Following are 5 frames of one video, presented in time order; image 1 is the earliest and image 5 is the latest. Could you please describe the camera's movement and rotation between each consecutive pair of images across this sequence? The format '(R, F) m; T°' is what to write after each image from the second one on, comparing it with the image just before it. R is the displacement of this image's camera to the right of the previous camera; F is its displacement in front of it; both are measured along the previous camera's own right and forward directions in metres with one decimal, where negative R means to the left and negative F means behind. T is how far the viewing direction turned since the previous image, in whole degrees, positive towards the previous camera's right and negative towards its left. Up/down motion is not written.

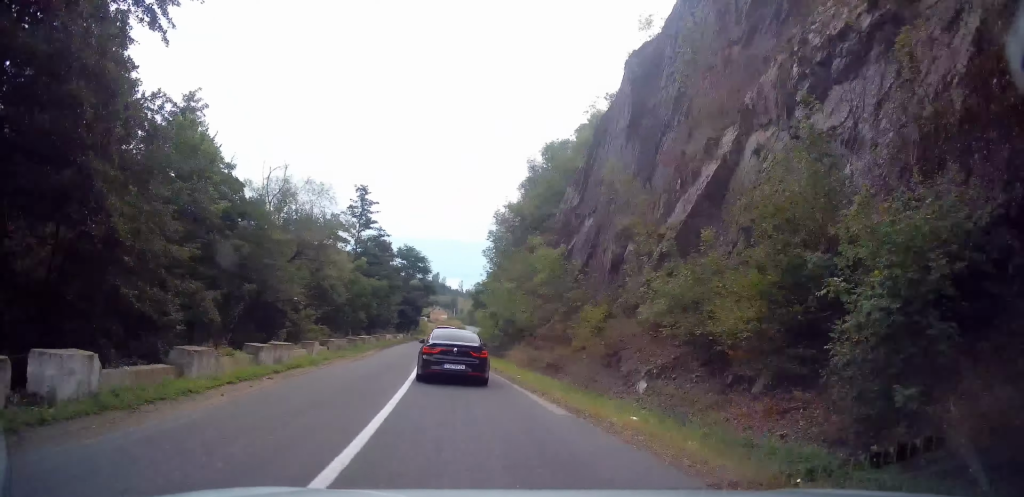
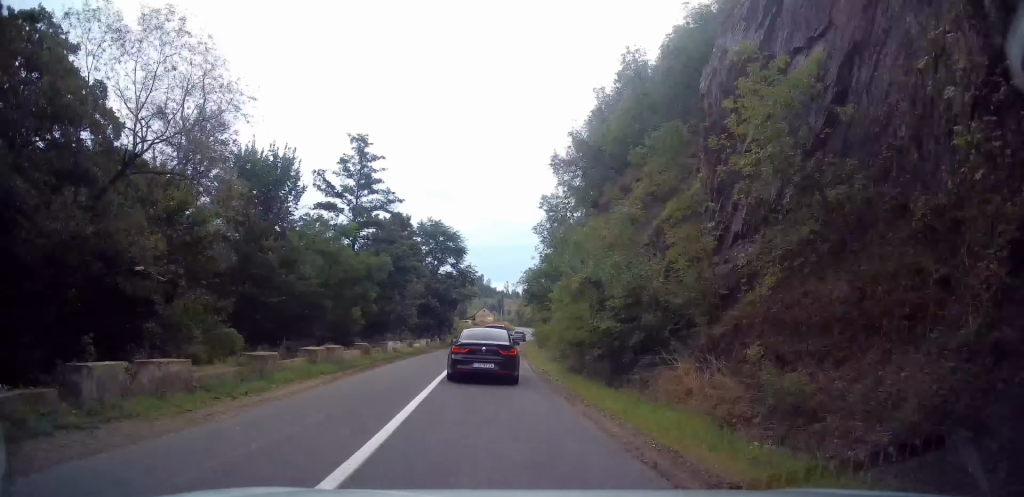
(-1.7, +17.4) m; -6°
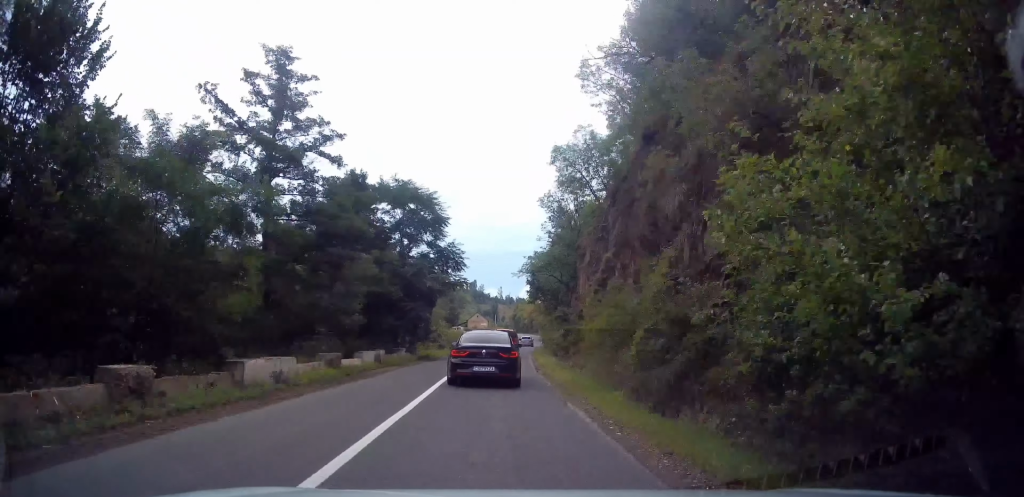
(+0.1, +14.9) m; +2°
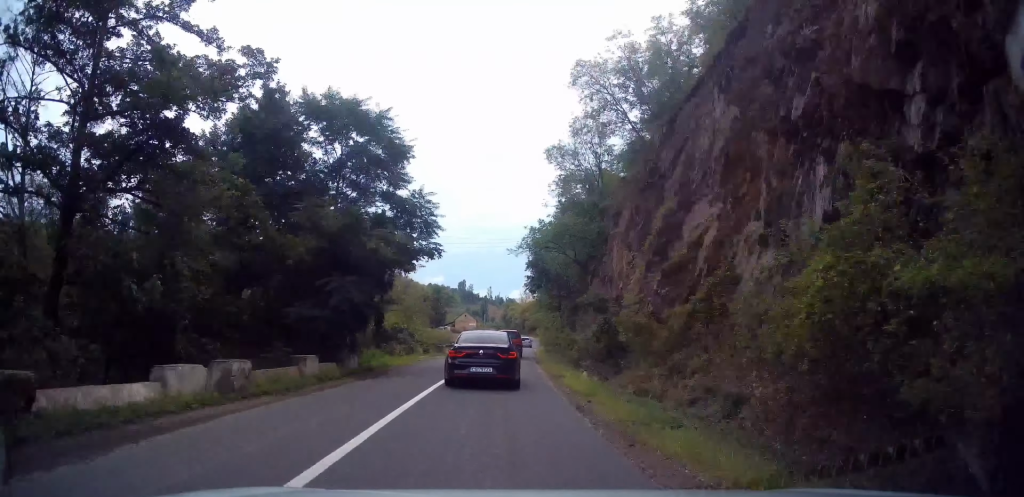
(+0.3, +12.4) m; +1°
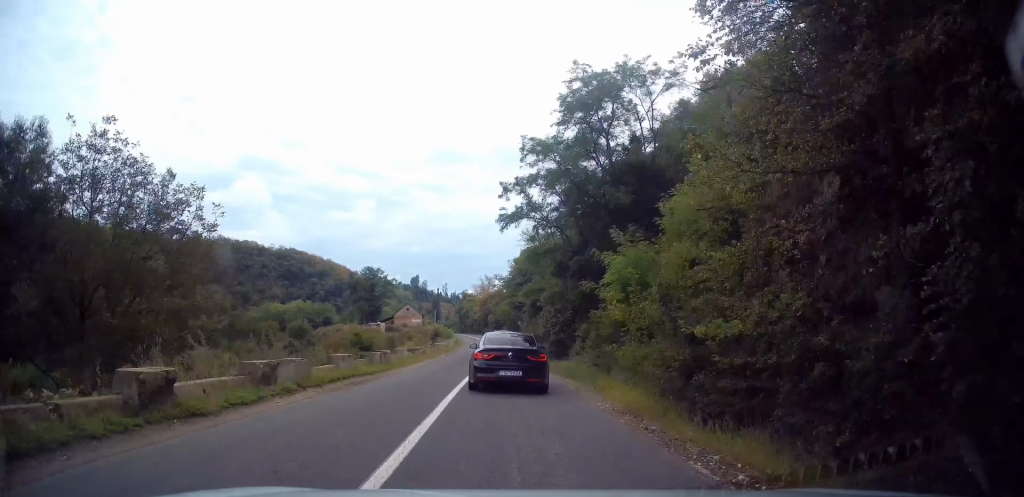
(+1.1, +46.9) m; +3°
